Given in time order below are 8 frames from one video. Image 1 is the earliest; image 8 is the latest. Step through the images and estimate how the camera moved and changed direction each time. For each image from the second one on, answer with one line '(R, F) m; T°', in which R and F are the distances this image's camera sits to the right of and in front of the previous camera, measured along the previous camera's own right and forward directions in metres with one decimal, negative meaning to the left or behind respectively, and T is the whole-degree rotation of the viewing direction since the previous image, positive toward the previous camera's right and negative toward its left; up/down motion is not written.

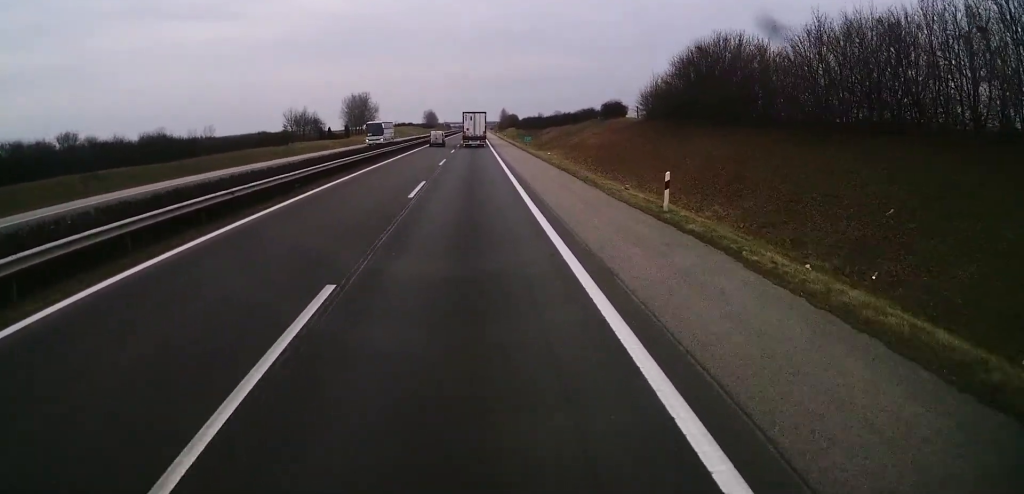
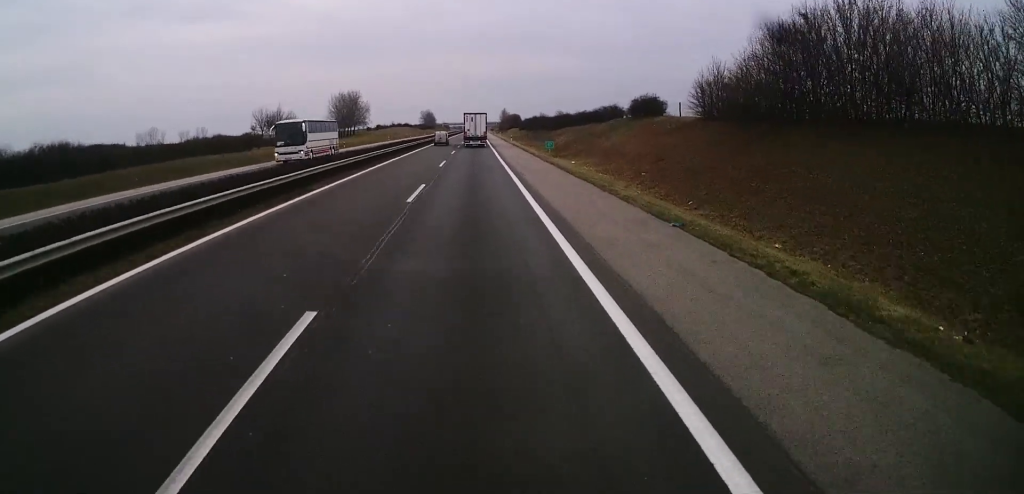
(+0.1, +19.2) m; 0°
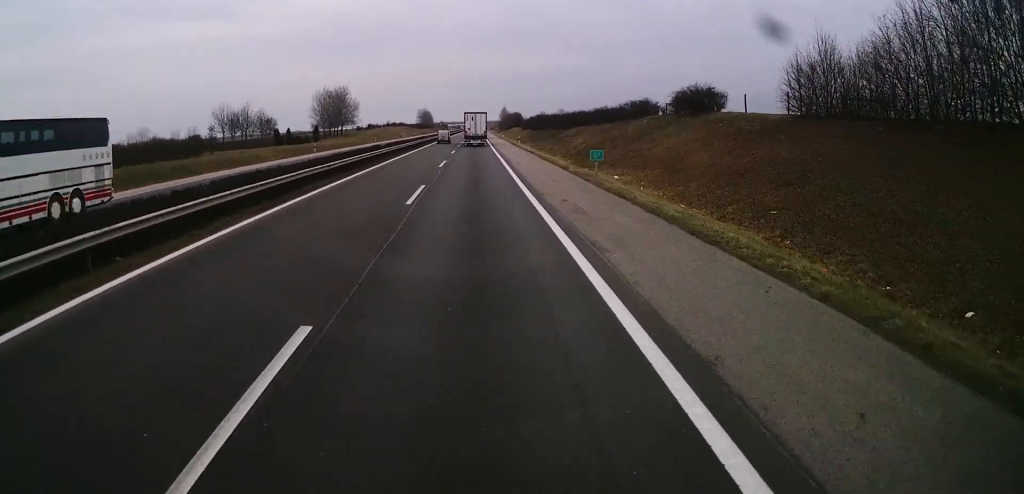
(+0.1, +18.4) m; 0°
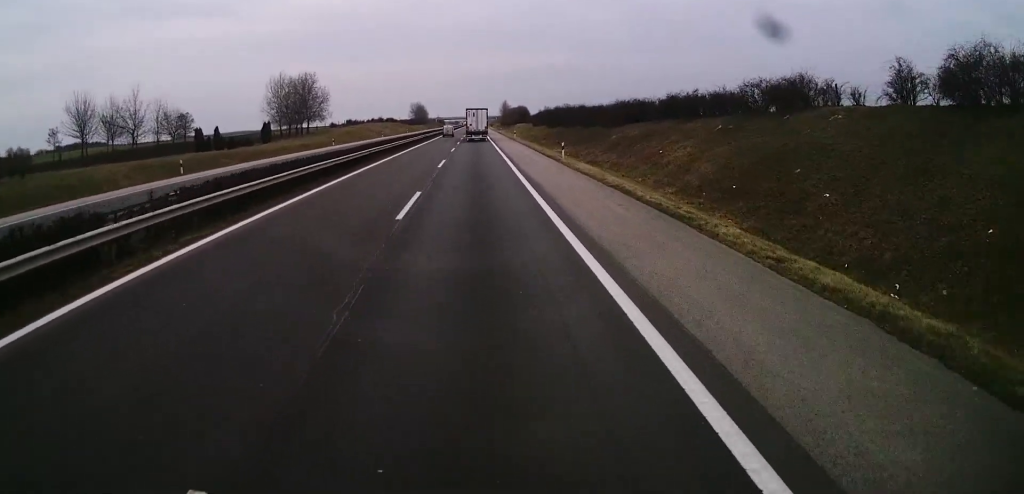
(-0.4, +39.3) m; 0°
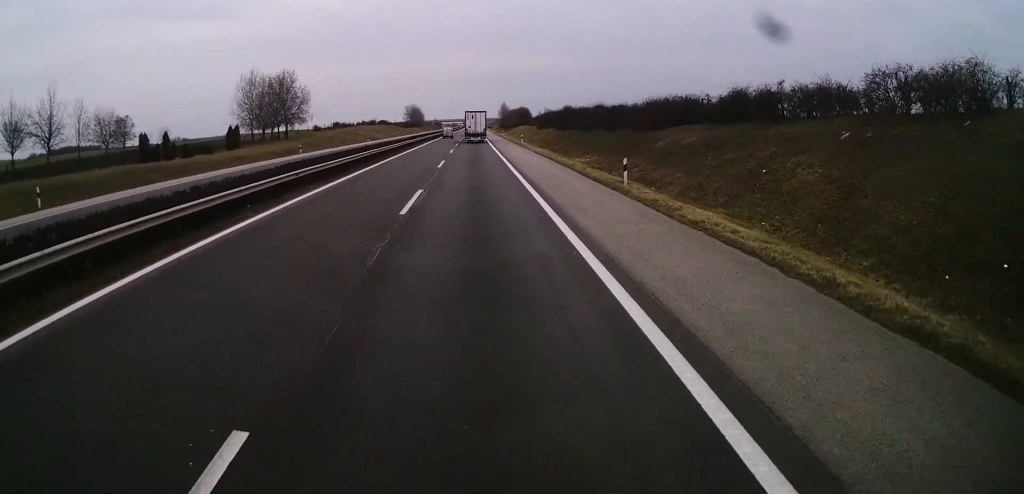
(+0.2, +17.0) m; +1°
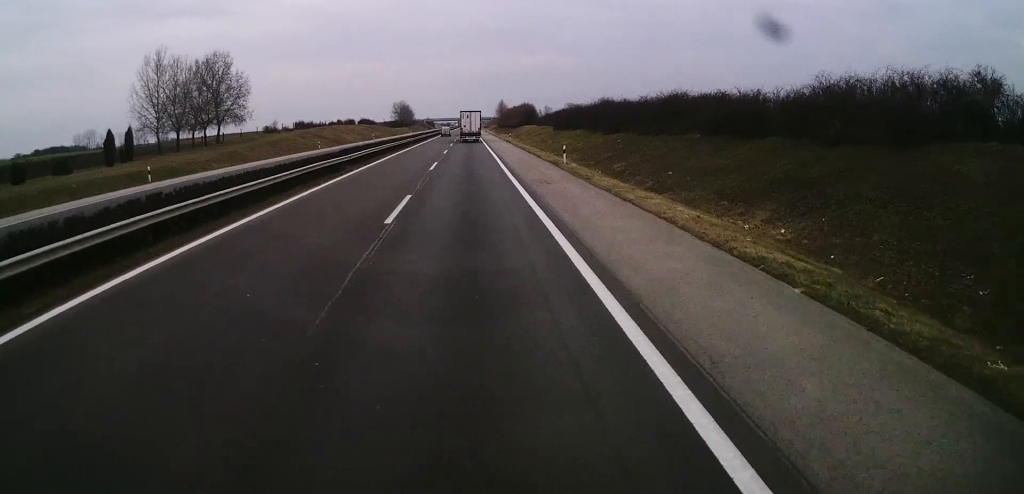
(0.0, +37.0) m; 0°
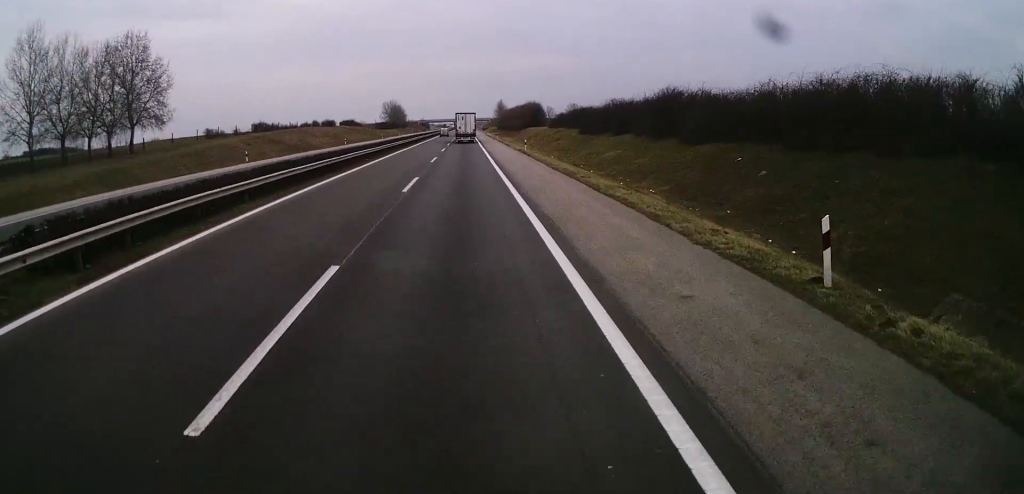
(0.0, +28.4) m; 0°
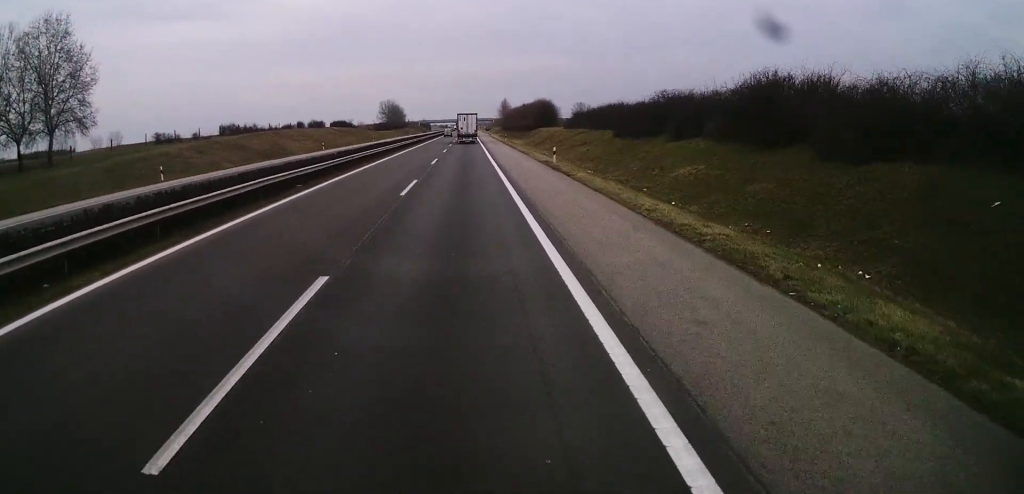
(+0.1, +18.5) m; 0°
